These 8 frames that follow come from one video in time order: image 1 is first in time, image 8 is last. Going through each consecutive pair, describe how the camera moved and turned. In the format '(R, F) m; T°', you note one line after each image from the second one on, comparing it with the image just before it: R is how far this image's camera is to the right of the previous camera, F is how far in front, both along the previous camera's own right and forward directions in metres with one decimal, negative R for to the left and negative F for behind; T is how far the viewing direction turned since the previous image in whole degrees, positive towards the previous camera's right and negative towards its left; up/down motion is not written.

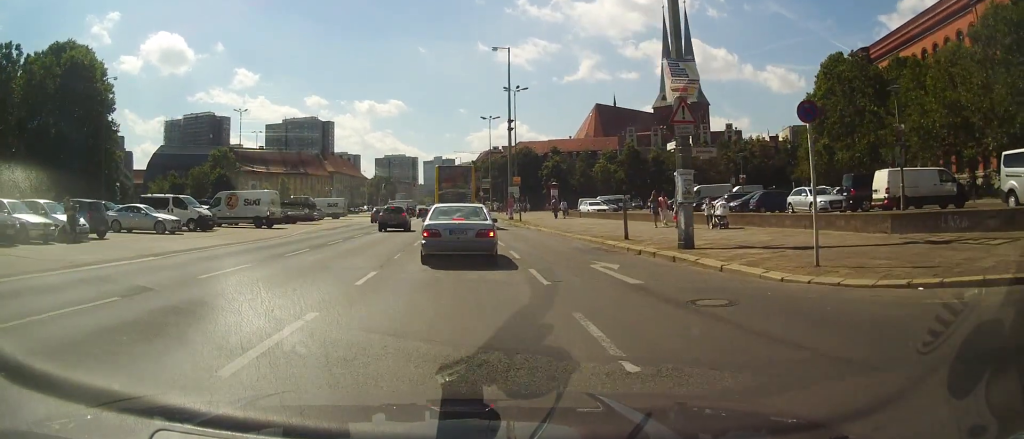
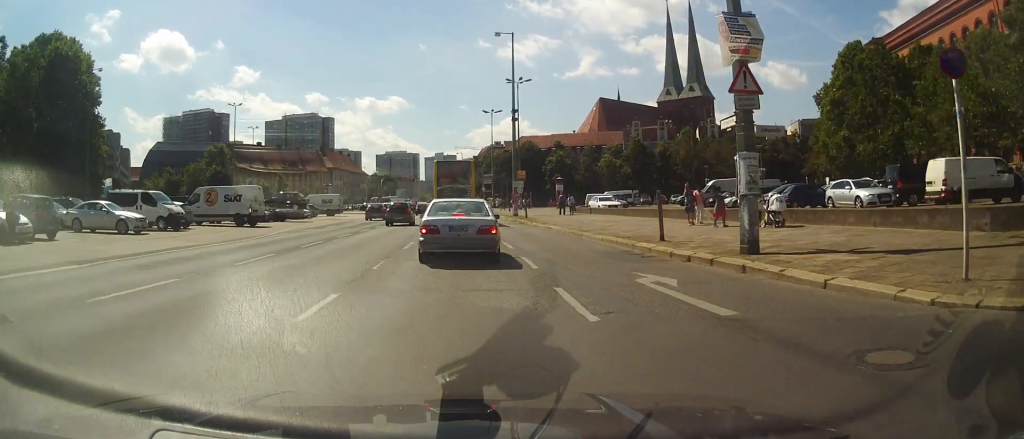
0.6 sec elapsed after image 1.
(+0.1, +4.0) m; -1°
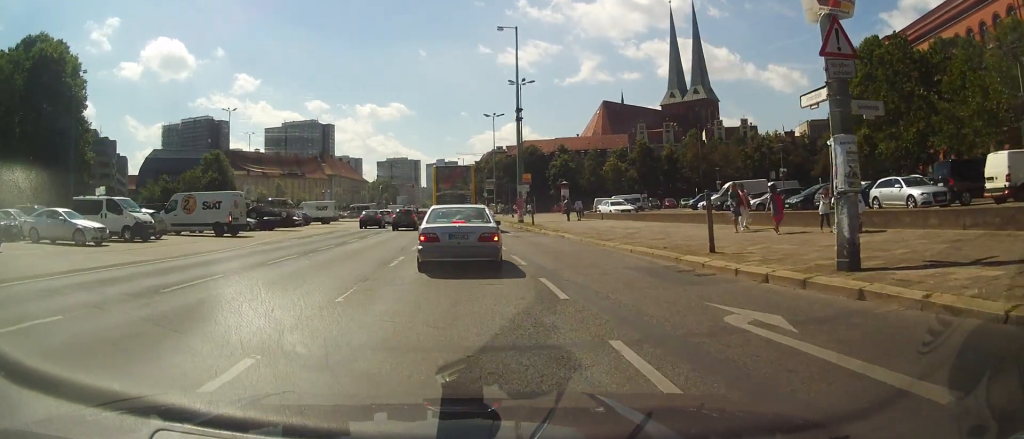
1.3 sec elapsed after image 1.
(0.0, +4.0) m; -1°
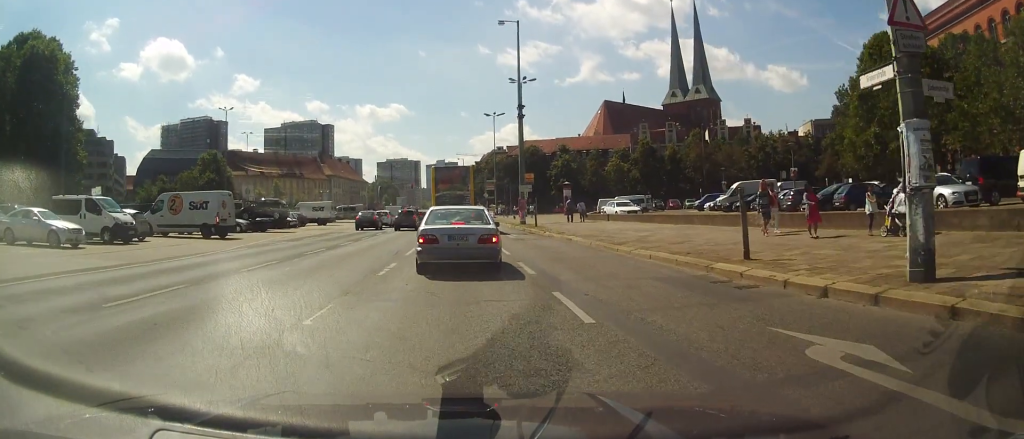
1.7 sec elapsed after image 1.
(-0.2, +2.2) m; -1°
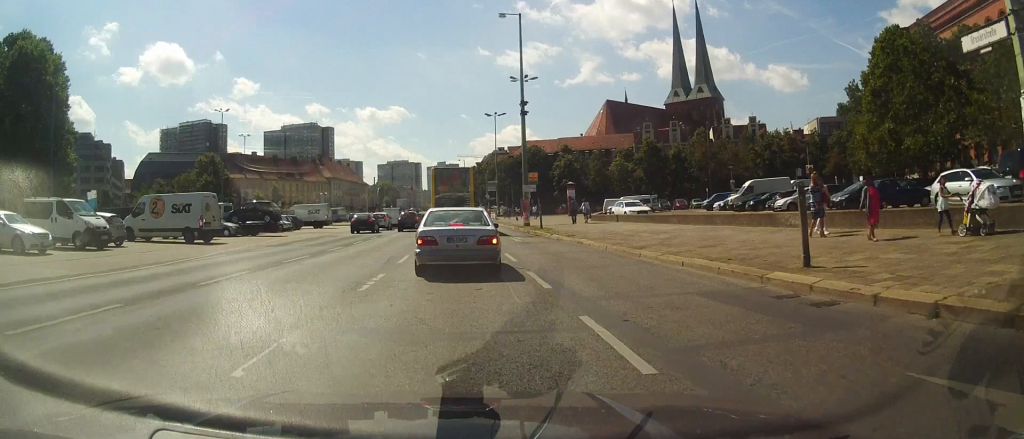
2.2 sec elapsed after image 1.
(0.0, +2.8) m; +1°
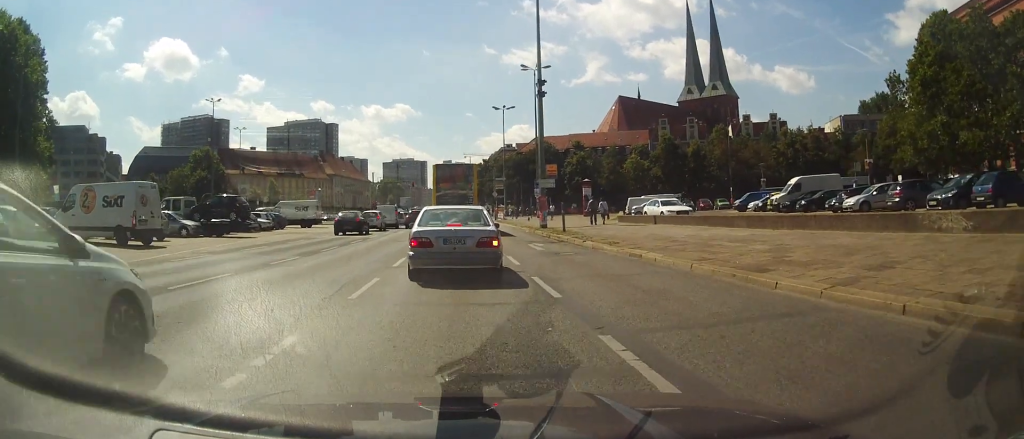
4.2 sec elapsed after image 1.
(+0.3, +7.8) m; -1°
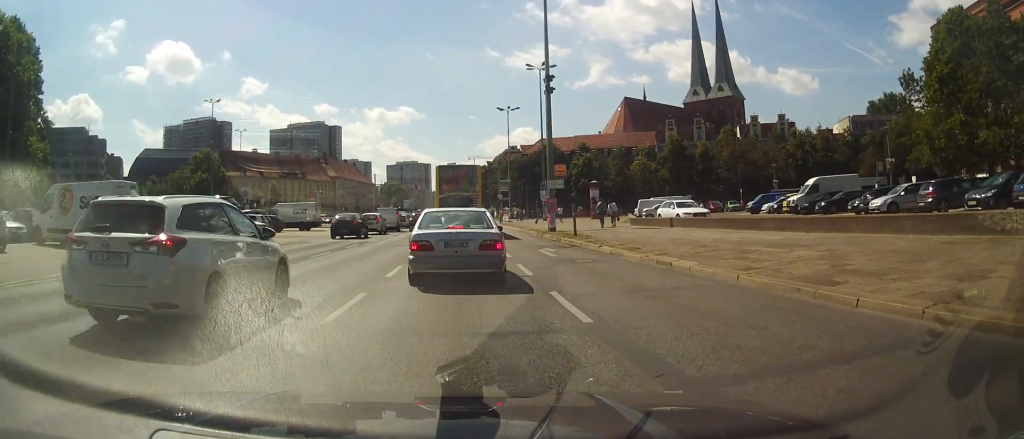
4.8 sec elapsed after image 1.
(-0.2, +2.2) m; +1°
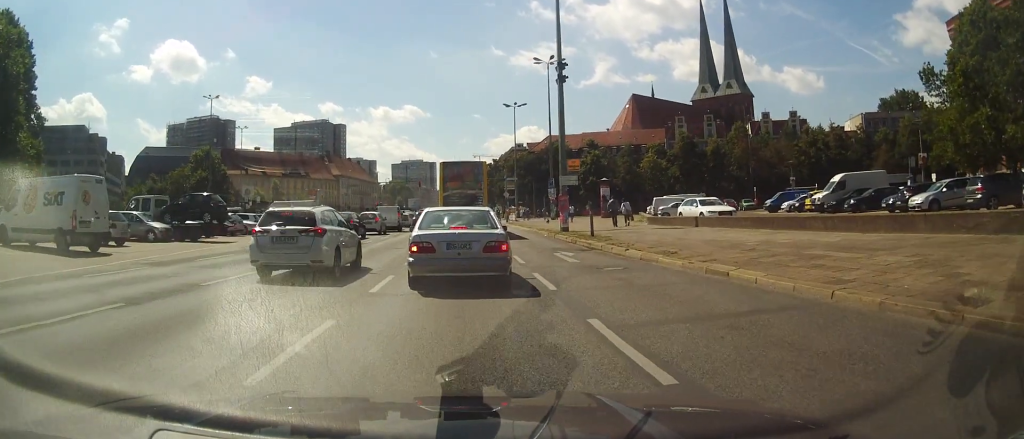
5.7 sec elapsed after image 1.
(+0.2, +3.0) m; +3°
